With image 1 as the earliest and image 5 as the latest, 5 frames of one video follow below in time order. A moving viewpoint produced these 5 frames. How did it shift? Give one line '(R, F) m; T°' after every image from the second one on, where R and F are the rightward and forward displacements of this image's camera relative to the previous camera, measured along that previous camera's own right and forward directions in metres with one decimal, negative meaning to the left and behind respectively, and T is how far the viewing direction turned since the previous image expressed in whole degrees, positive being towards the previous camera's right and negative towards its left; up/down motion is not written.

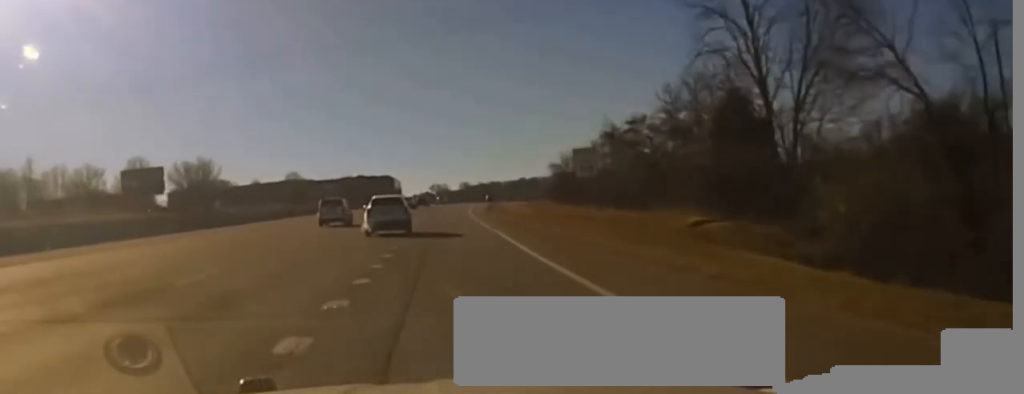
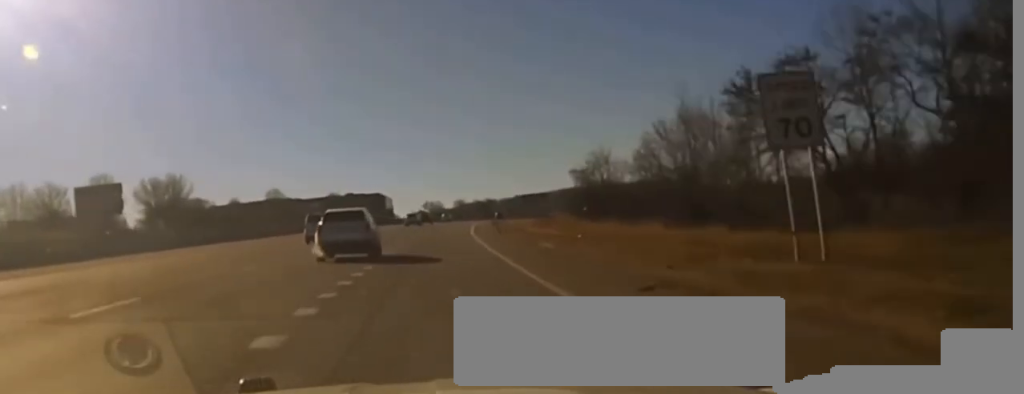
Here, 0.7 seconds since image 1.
(+0.2, +29.1) m; 0°
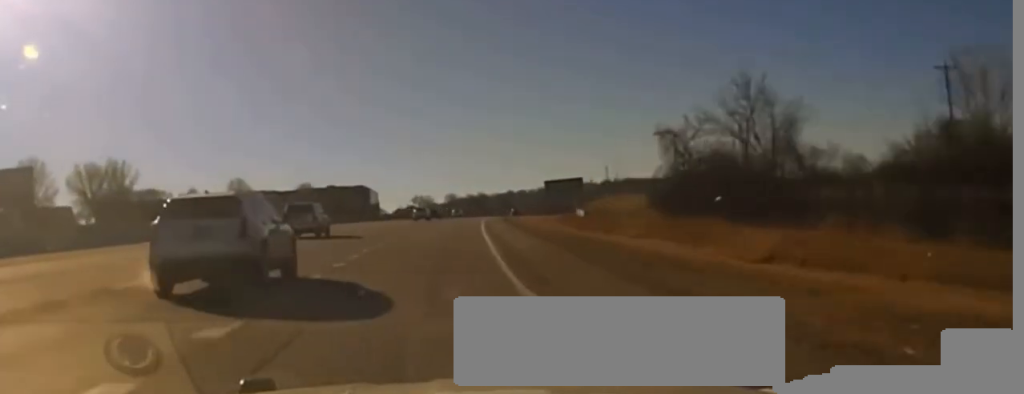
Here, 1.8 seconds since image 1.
(+0.3, +48.0) m; +1°
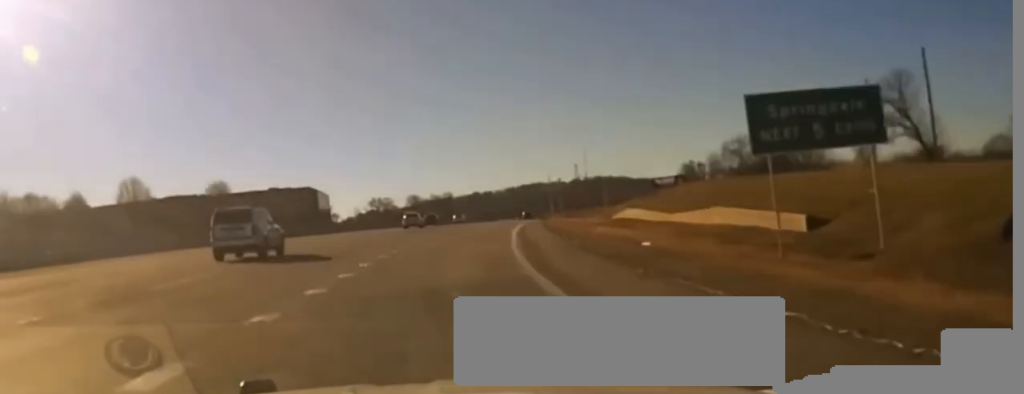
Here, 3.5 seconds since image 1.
(+0.9, +66.8) m; +2°
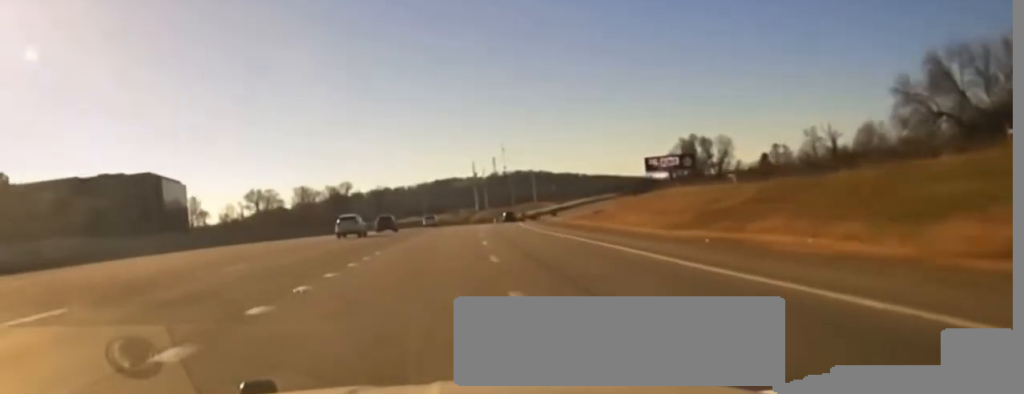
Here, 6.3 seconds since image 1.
(+6.2, +114.2) m; +6°
